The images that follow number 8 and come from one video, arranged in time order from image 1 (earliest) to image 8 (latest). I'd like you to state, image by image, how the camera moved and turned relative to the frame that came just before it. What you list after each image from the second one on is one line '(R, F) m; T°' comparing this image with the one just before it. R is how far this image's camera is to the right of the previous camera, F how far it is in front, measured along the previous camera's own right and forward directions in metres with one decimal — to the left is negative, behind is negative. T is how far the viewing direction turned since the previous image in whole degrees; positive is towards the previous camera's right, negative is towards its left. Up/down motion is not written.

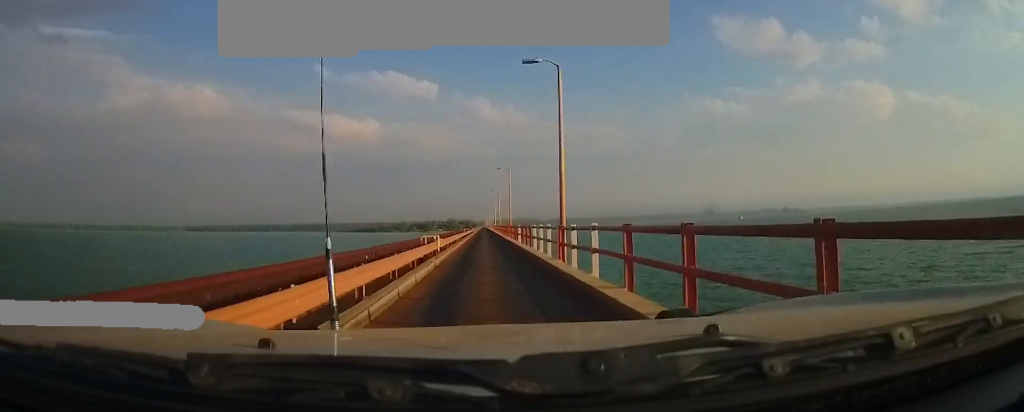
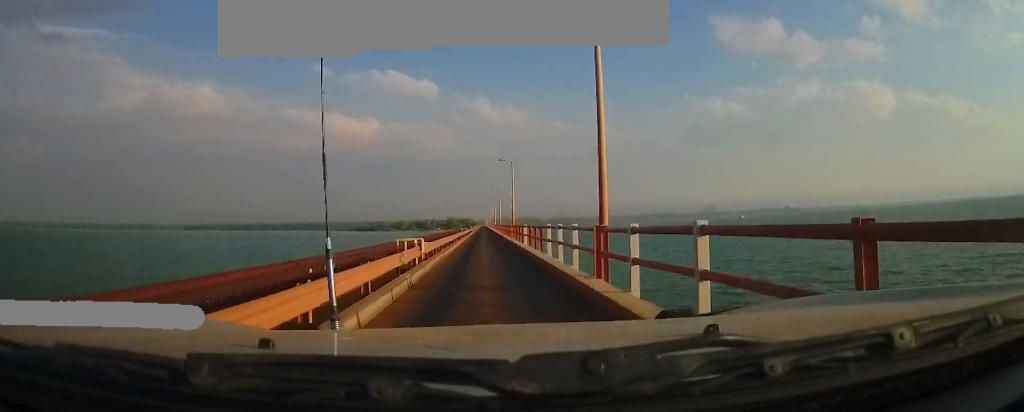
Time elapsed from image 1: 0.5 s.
(-0.3, +6.5) m; +1°
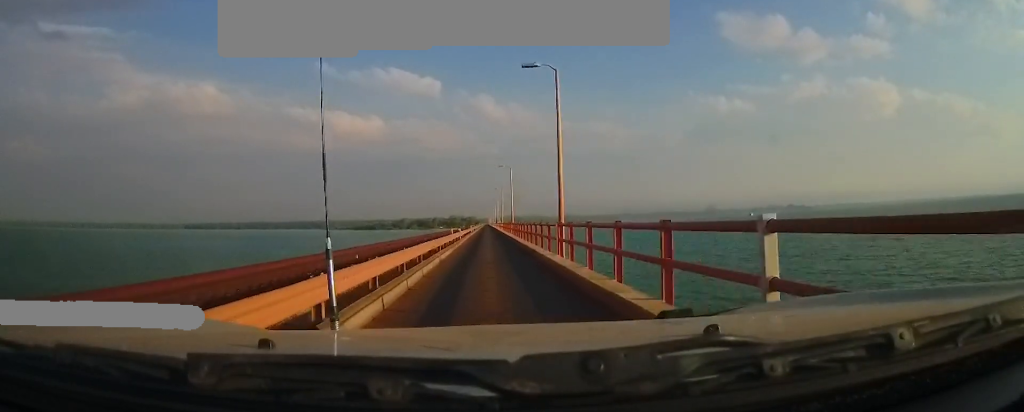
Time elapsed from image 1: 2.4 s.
(+1.1, +28.9) m; +2°
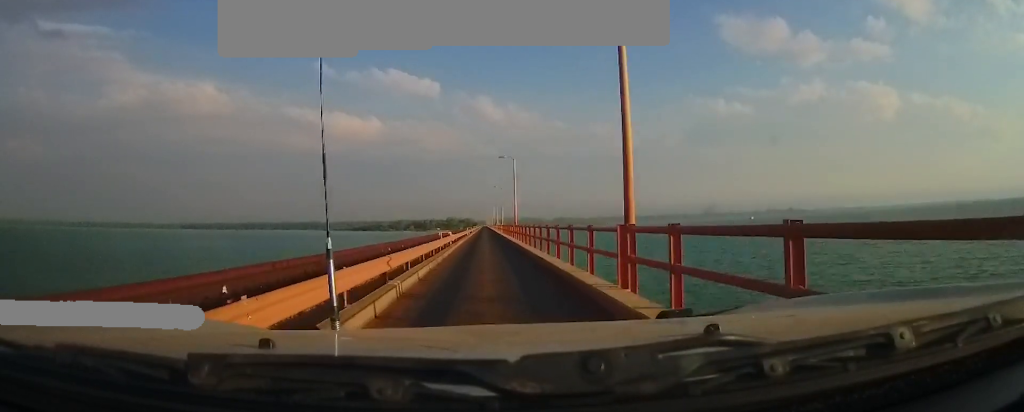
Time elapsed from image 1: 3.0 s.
(-0.2, +9.6) m; -1°
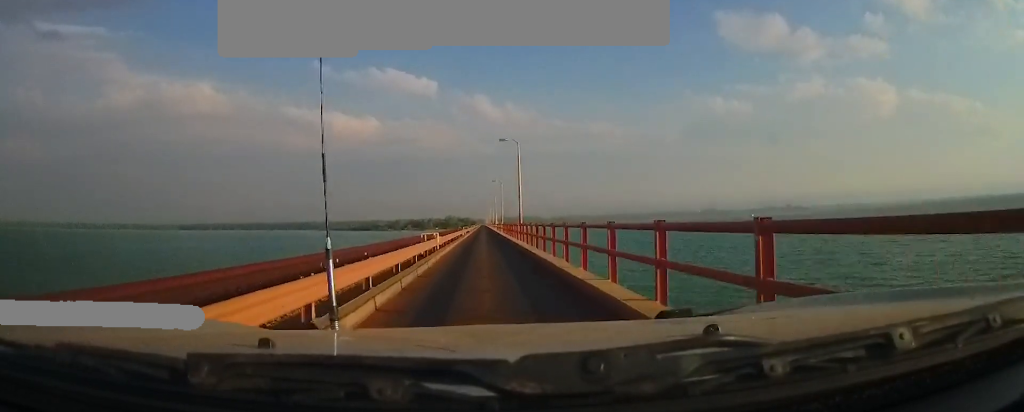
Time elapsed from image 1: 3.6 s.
(0.0, +9.1) m; 0°
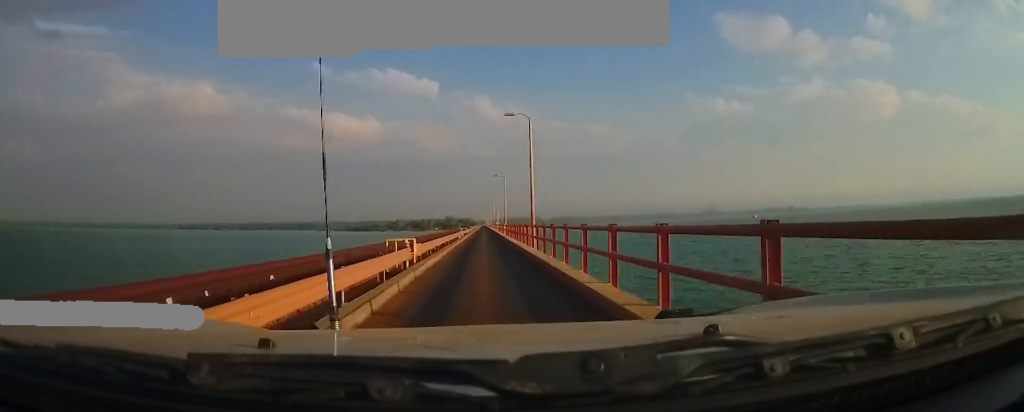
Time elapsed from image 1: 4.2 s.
(0.0, +9.2) m; +1°
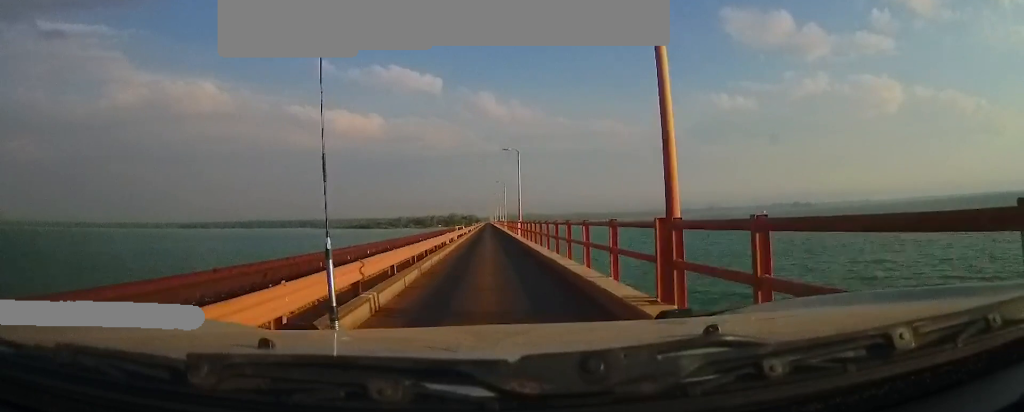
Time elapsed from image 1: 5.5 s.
(+0.5, +21.3) m; +1°
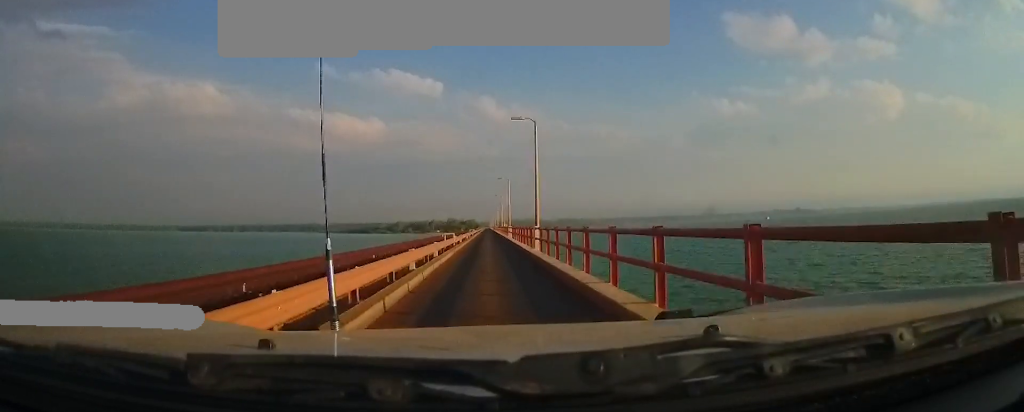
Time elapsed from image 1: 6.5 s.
(-0.1, +15.6) m; -2°
